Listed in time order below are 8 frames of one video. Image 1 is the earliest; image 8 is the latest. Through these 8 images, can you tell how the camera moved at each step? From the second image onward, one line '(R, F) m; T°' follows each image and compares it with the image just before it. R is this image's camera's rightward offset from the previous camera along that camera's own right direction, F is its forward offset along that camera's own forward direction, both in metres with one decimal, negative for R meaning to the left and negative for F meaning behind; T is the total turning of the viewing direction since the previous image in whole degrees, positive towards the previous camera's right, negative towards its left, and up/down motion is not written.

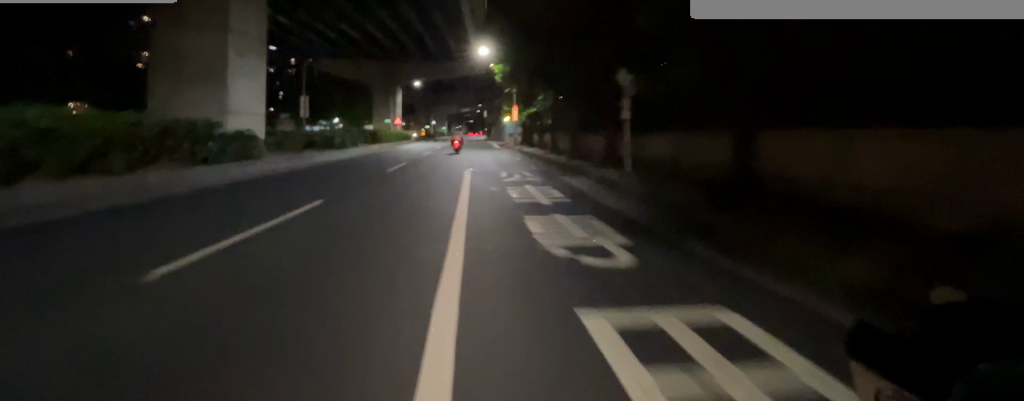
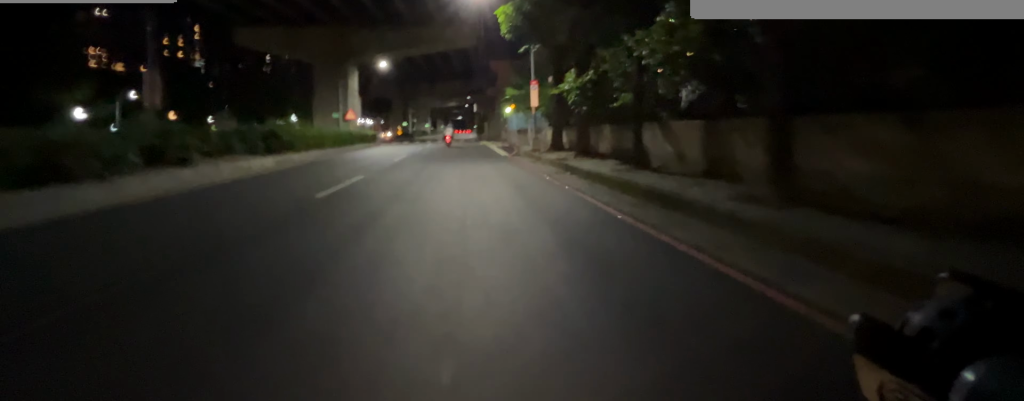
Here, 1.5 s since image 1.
(+0.2, +15.5) m; +1°
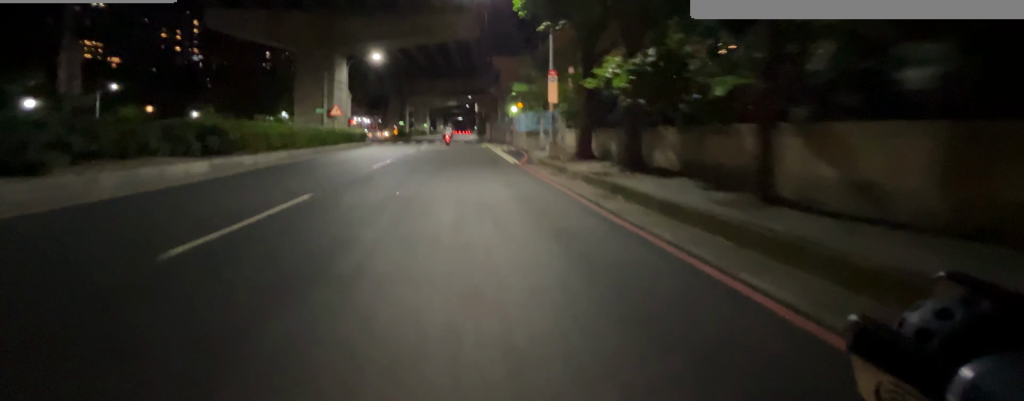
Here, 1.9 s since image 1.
(0.0, +4.0) m; 0°
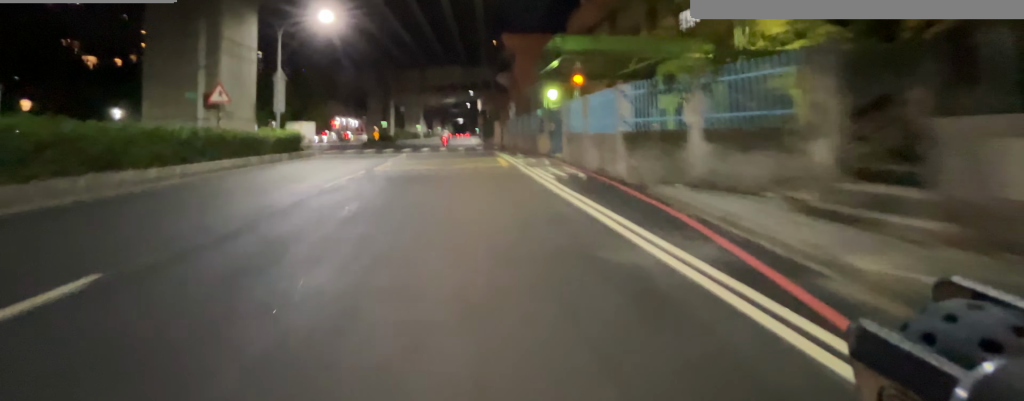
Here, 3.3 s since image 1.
(-0.1, +14.2) m; -1°
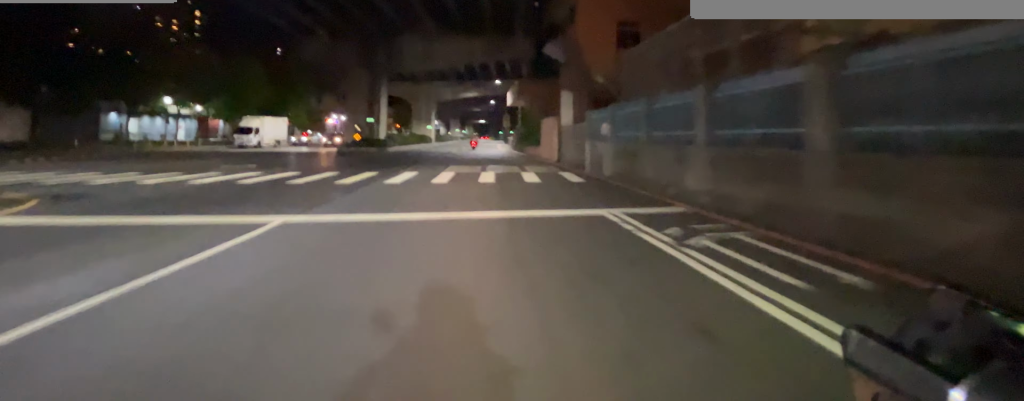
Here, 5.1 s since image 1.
(-0.5, +17.0) m; -2°
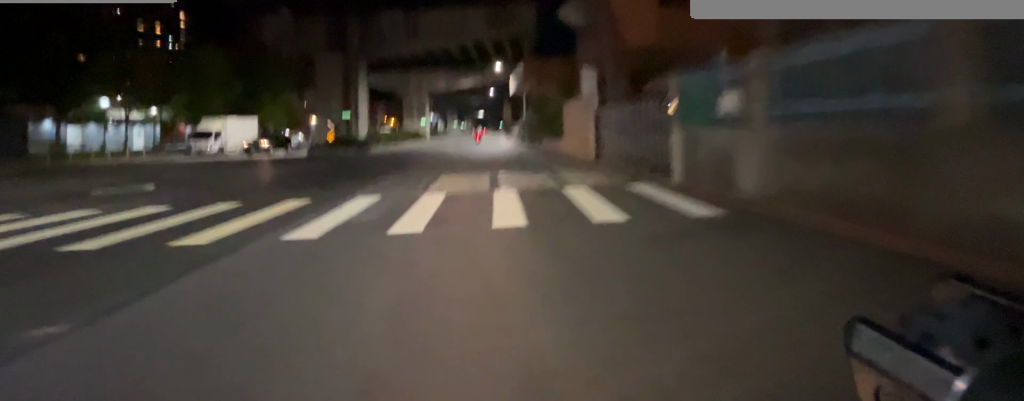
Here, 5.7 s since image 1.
(0.0, +6.1) m; +1°
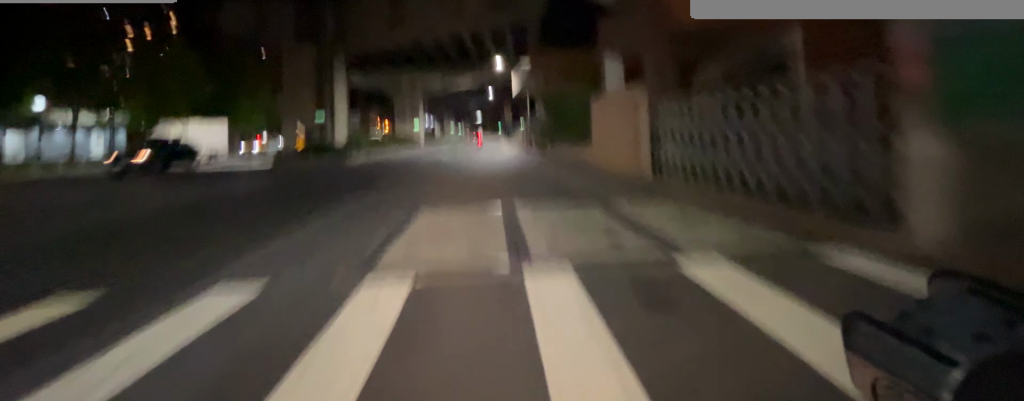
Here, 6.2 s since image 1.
(+0.1, +4.5) m; +1°
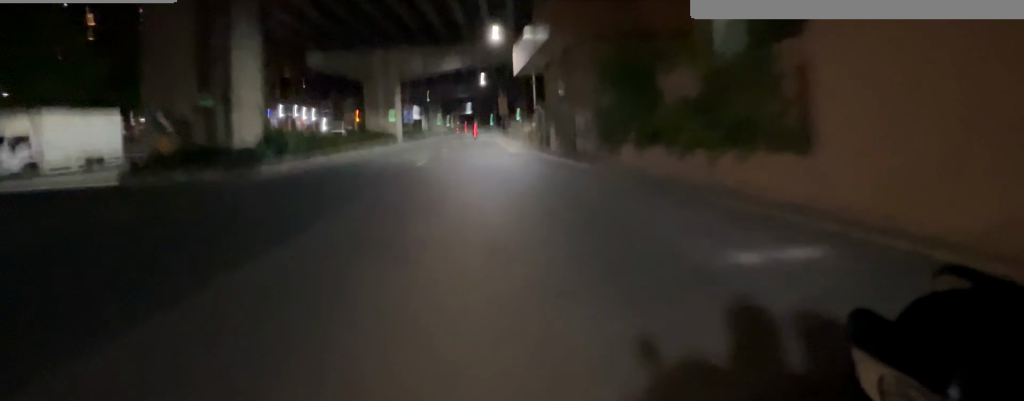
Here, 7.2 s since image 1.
(+0.1, +9.3) m; +1°
